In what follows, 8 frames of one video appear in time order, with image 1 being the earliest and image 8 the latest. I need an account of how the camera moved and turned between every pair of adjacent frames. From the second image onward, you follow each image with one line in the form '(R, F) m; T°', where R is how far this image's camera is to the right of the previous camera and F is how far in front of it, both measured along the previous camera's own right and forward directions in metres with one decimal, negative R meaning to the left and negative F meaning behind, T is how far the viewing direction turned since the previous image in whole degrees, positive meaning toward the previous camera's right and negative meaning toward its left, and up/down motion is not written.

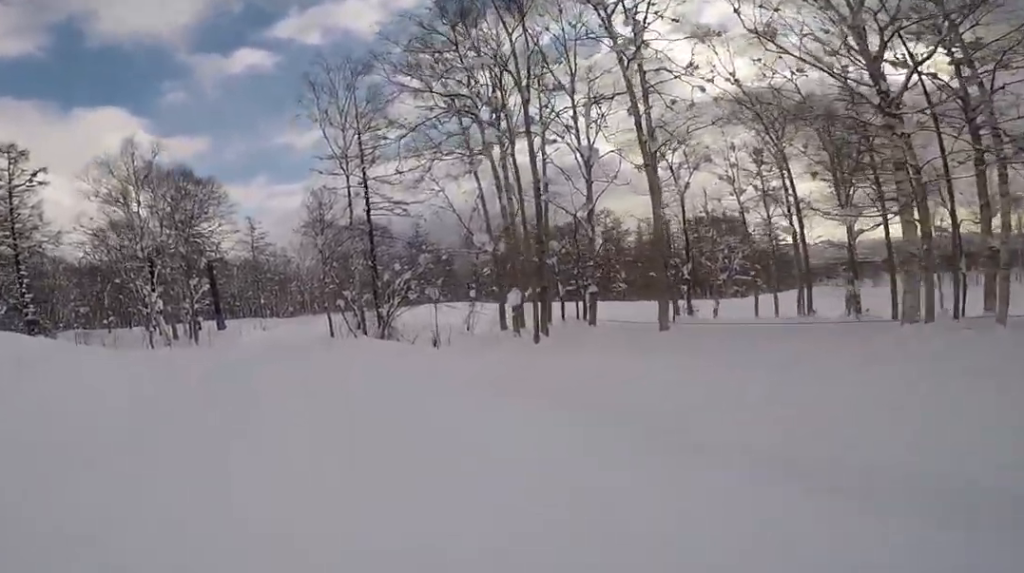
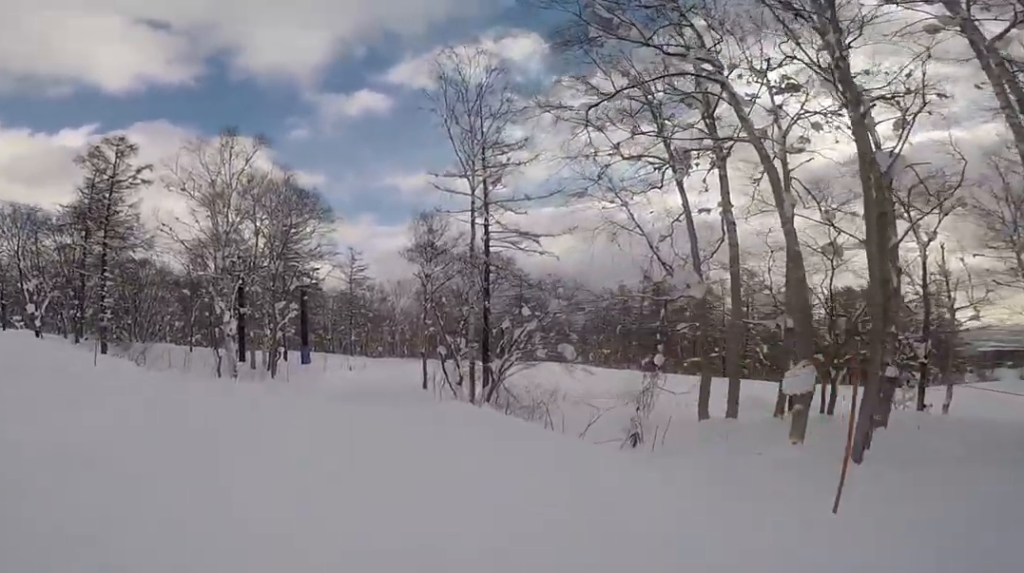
(0.0, +7.9) m; -10°
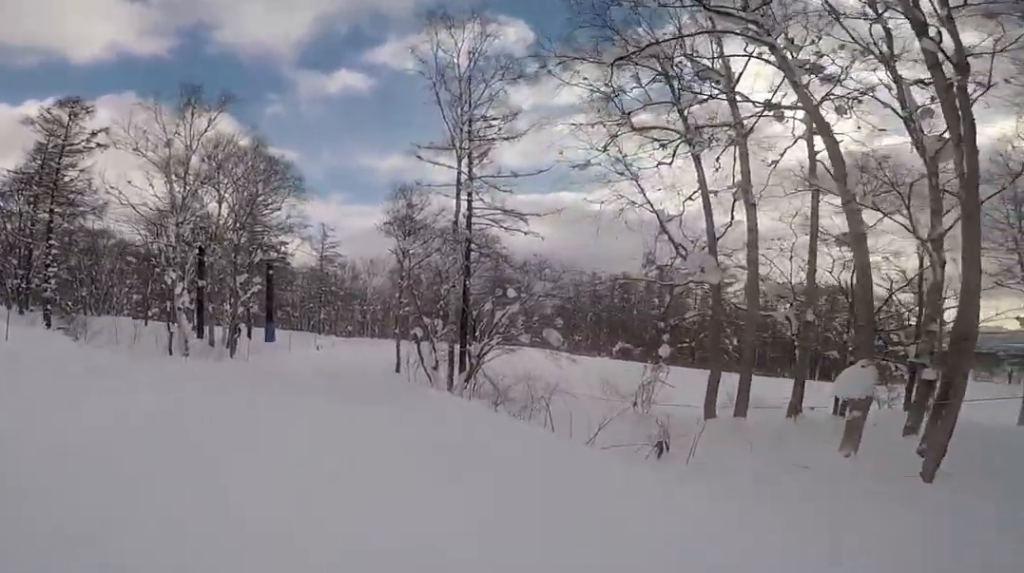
(+0.3, +2.3) m; -7°
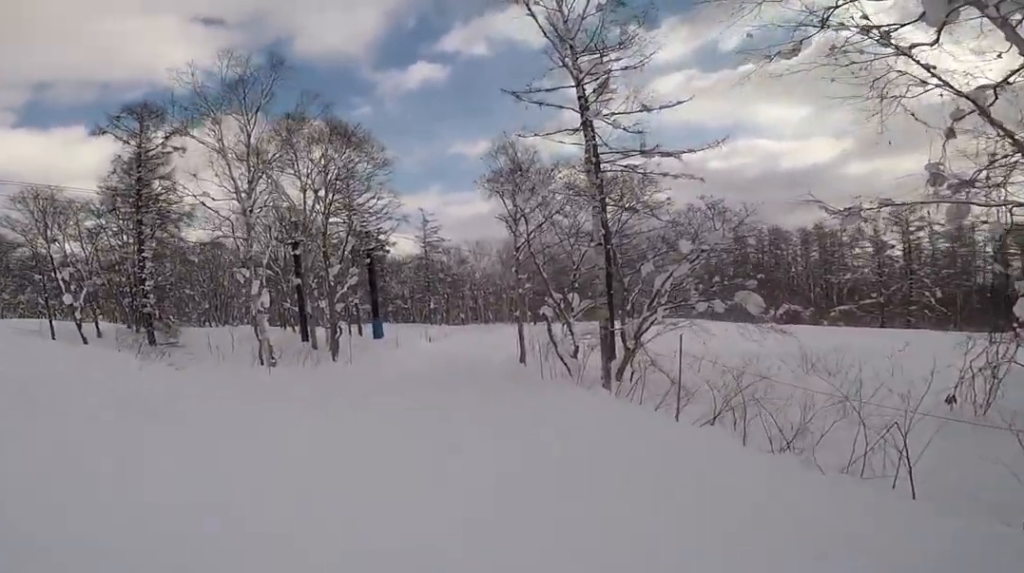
(-1.2, +5.7) m; +2°
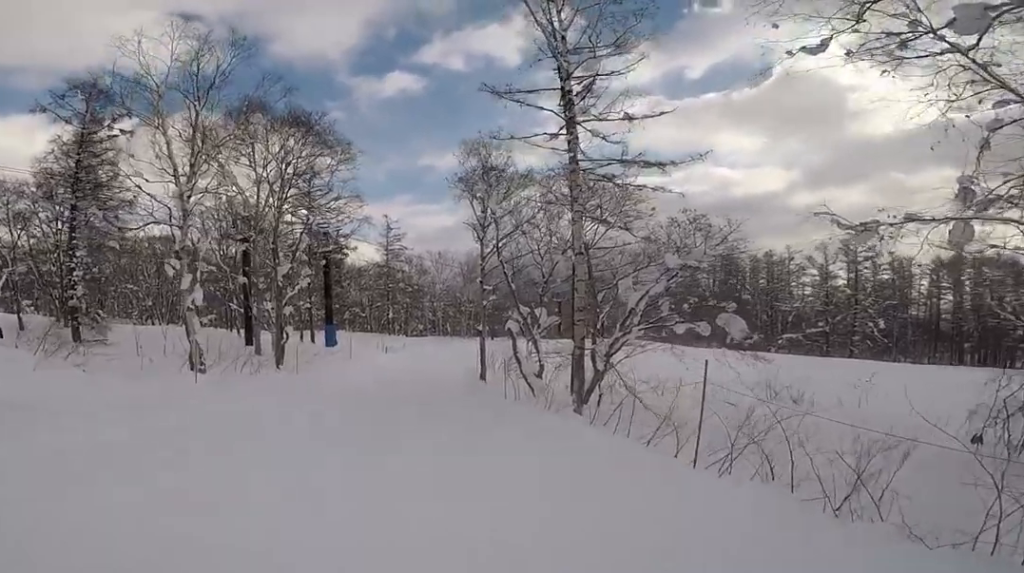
(+0.5, +2.3) m; +8°
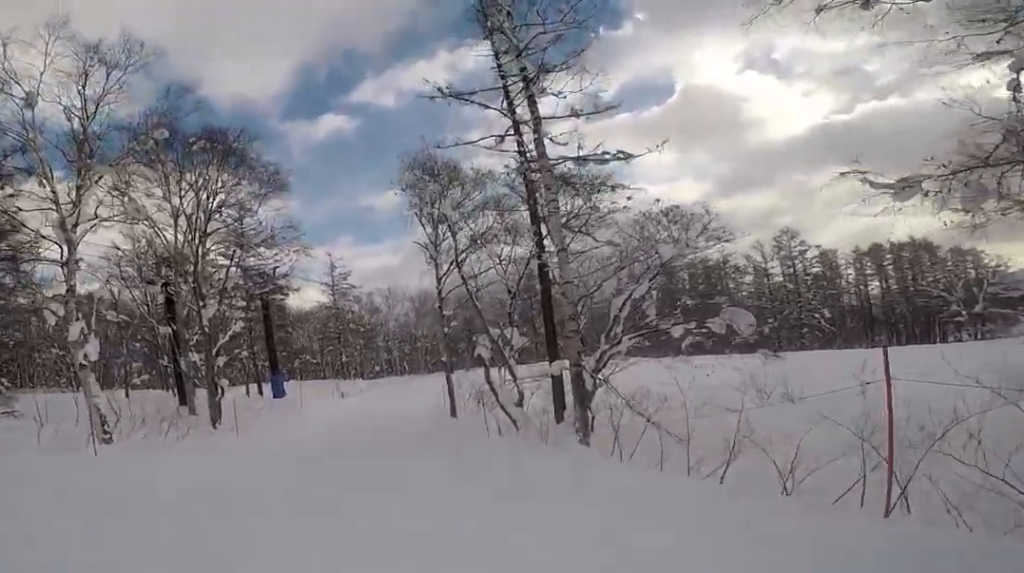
(+0.4, +3.4) m; +7°
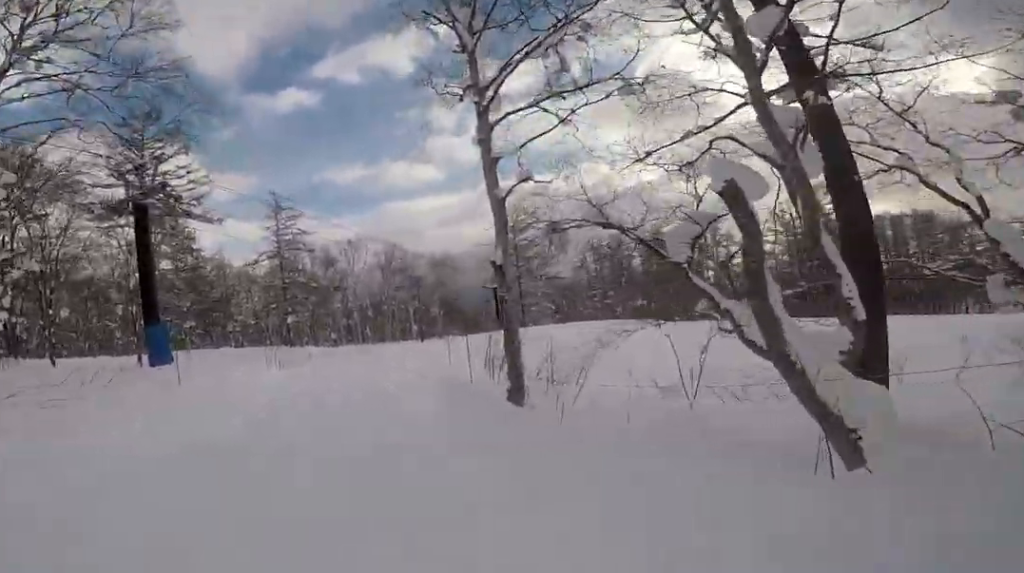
(+0.1, +14.3) m; +1°
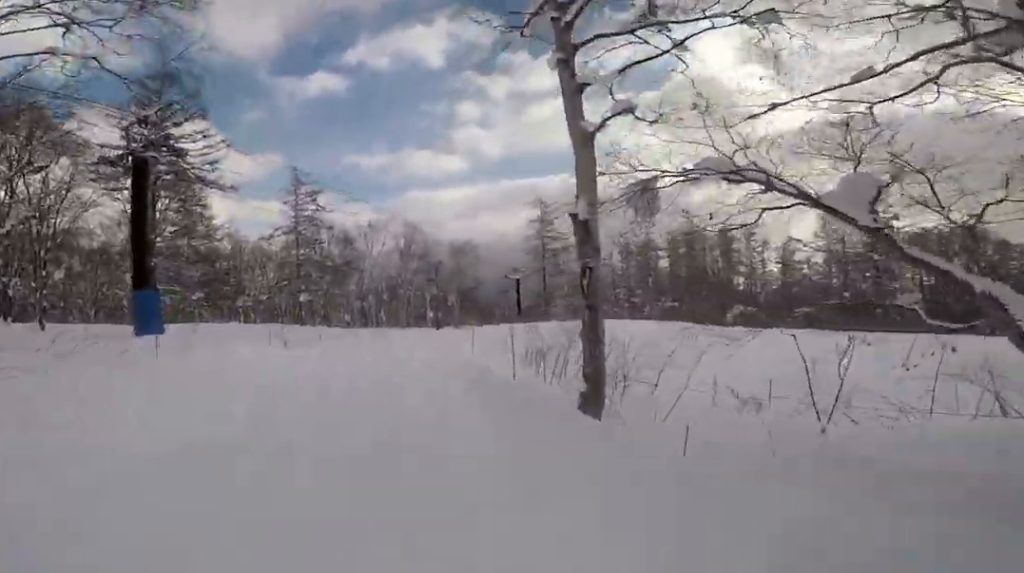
(0.0, +2.6) m; 0°
